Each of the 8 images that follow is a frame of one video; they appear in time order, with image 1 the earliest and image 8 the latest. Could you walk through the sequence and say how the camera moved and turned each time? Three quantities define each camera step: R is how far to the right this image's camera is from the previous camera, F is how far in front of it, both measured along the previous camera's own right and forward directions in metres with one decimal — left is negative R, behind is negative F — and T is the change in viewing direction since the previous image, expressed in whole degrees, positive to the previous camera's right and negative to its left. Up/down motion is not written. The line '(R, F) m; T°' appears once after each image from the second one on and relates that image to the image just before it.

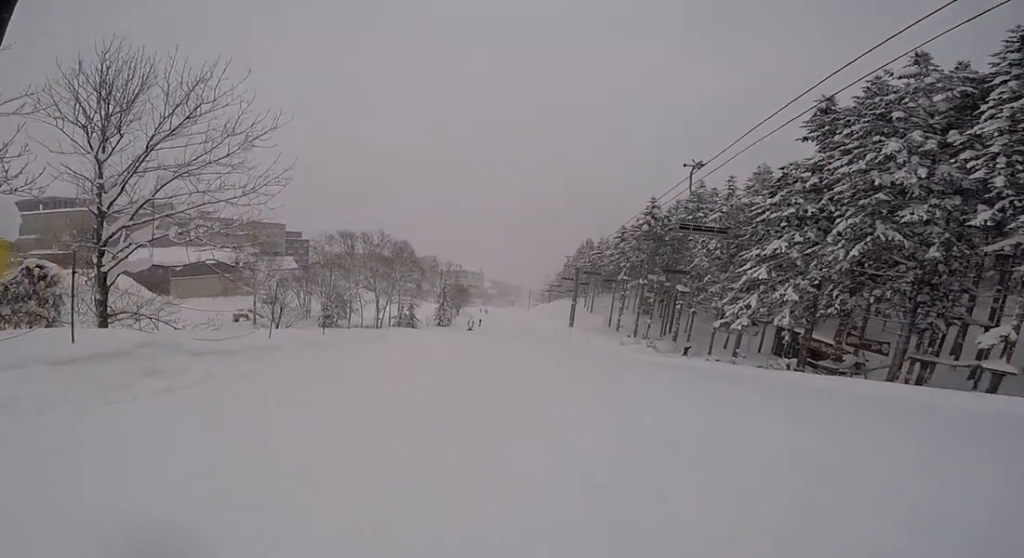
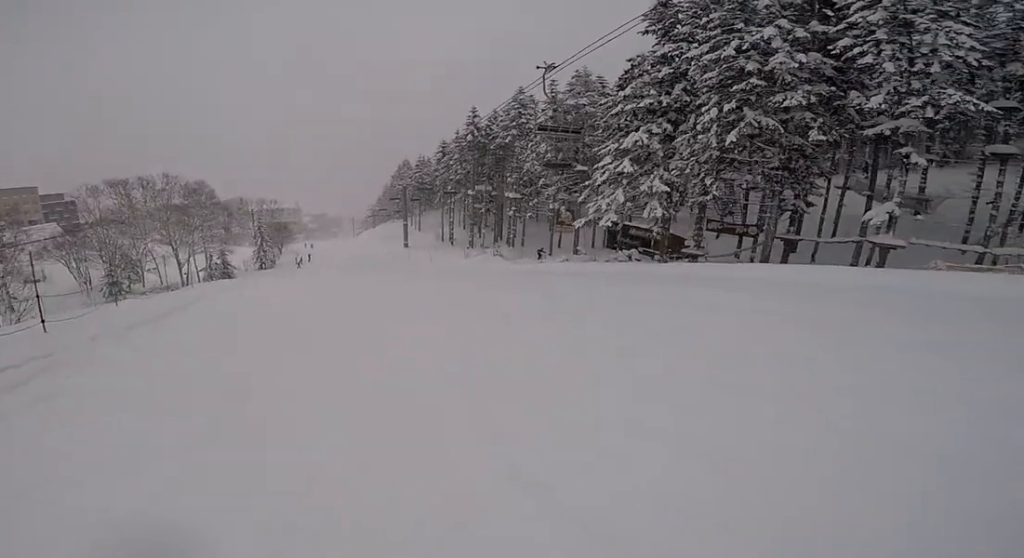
(+0.9, +6.9) m; +25°
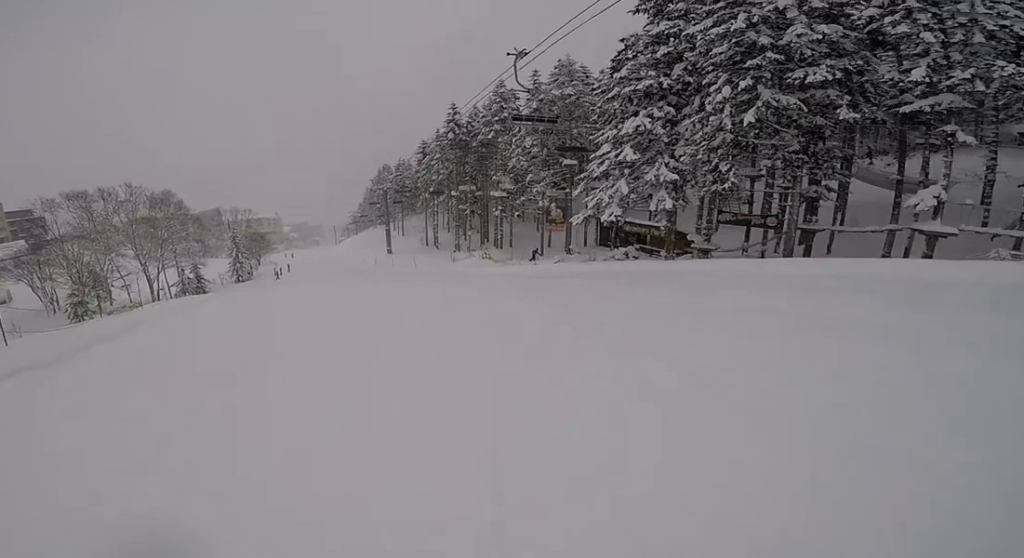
(+0.5, +3.2) m; 0°
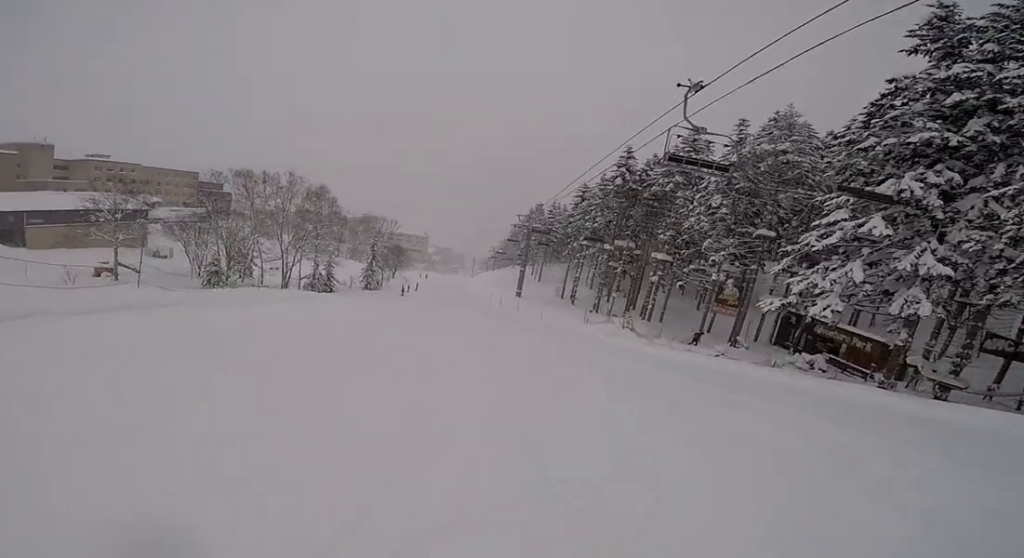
(-0.4, +4.9) m; -1°
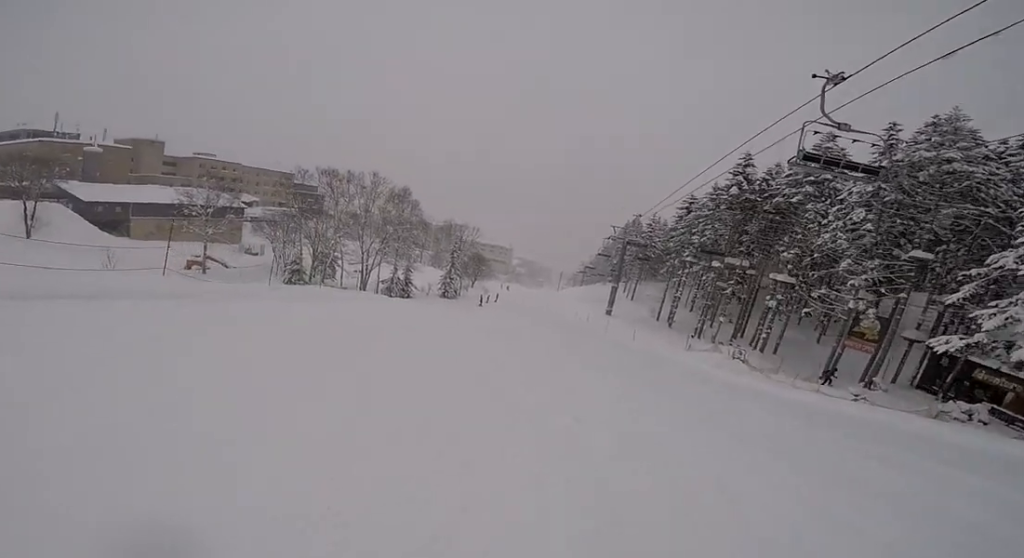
(+0.2, +2.8) m; -7°
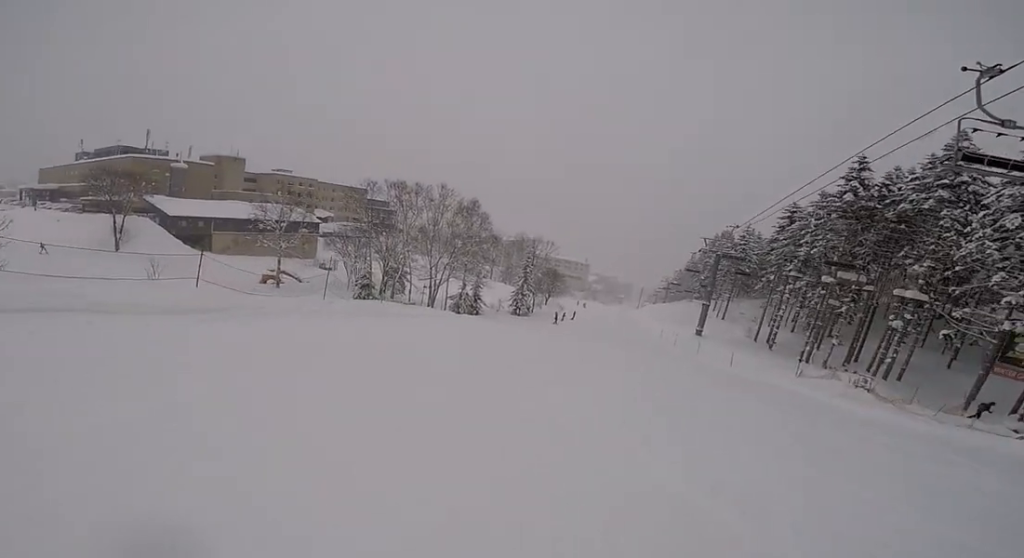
(+0.6, +2.2) m; -8°
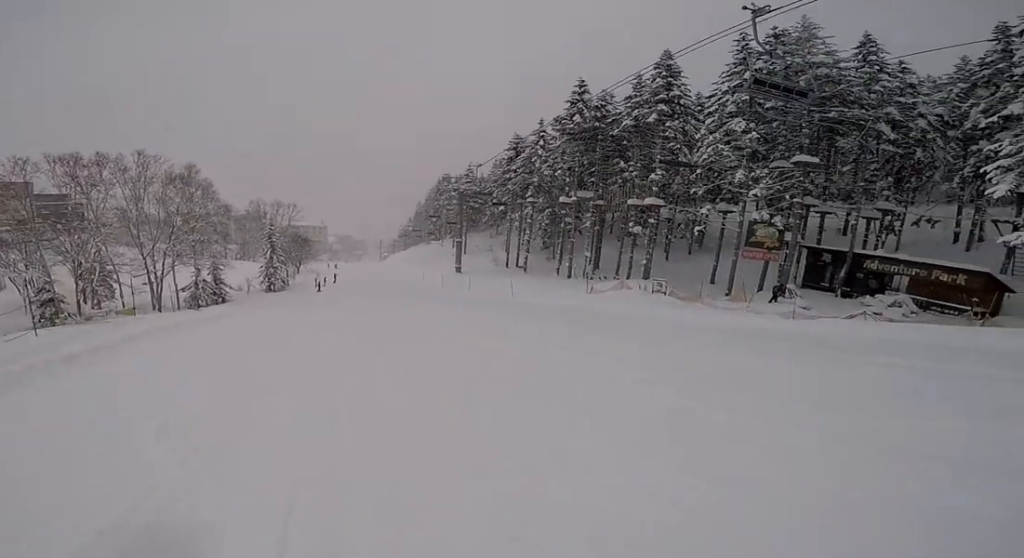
(-1.2, +8.7) m; +14°
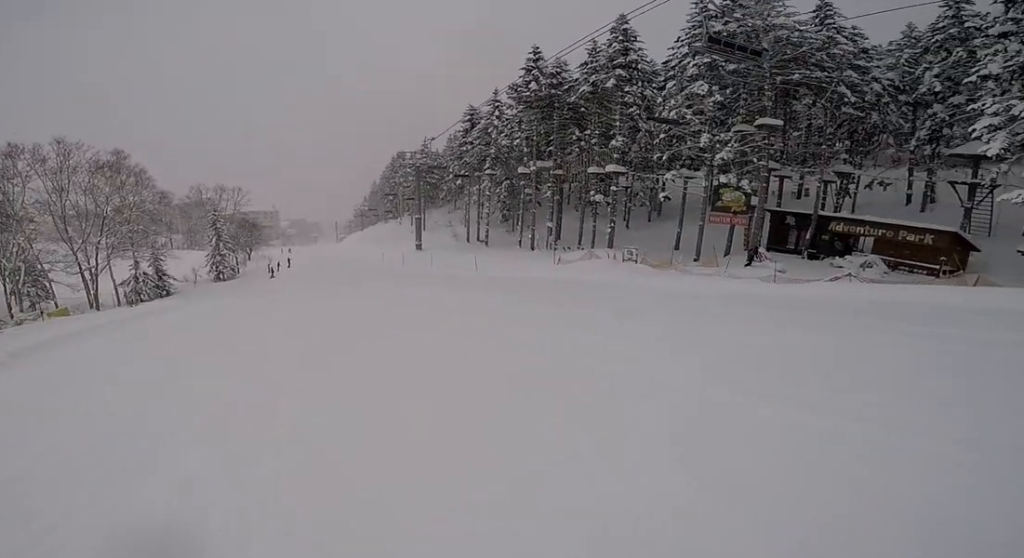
(+0.2, +1.9) m; +2°
